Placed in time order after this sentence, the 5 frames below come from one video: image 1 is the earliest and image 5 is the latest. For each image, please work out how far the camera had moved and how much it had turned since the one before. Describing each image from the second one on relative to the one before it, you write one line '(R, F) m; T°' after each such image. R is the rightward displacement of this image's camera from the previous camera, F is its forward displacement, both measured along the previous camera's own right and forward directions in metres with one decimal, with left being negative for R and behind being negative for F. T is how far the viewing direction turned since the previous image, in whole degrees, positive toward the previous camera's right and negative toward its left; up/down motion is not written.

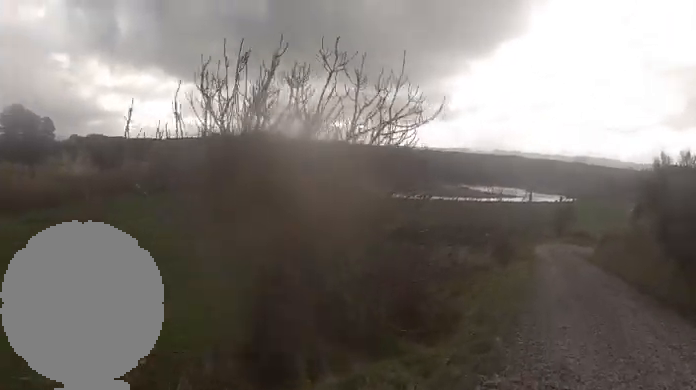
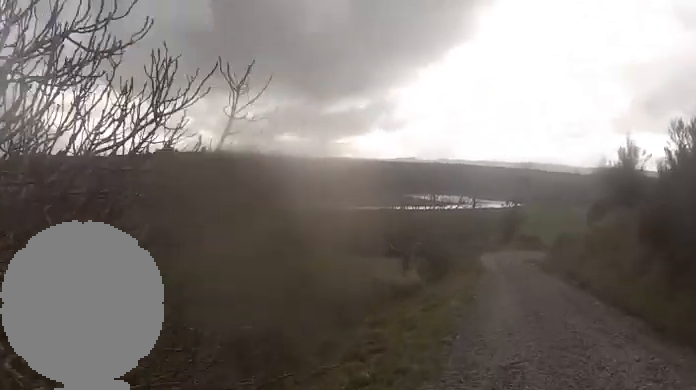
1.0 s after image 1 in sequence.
(+0.4, +5.8) m; -2°
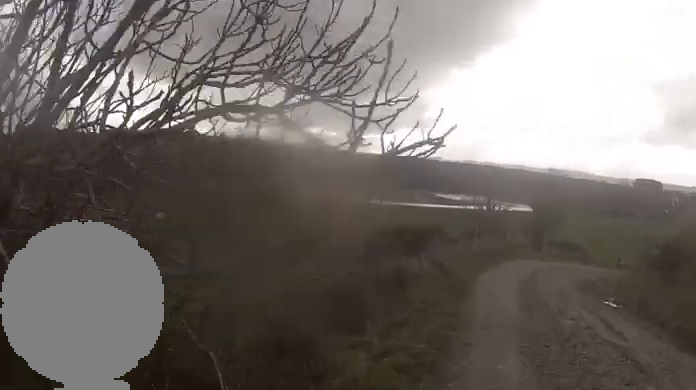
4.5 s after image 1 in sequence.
(-1.1, +20.1) m; +2°
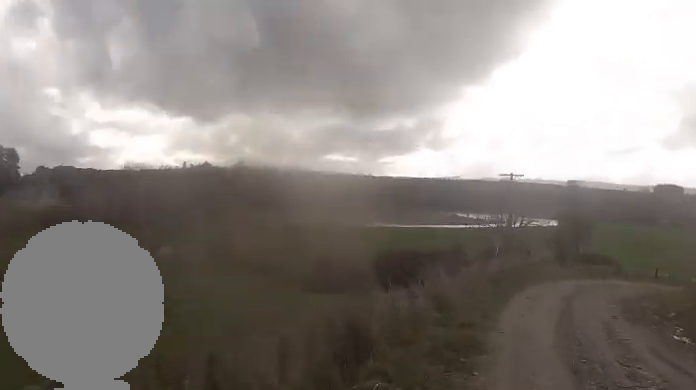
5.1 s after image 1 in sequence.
(-0.3, +3.6) m; 0°
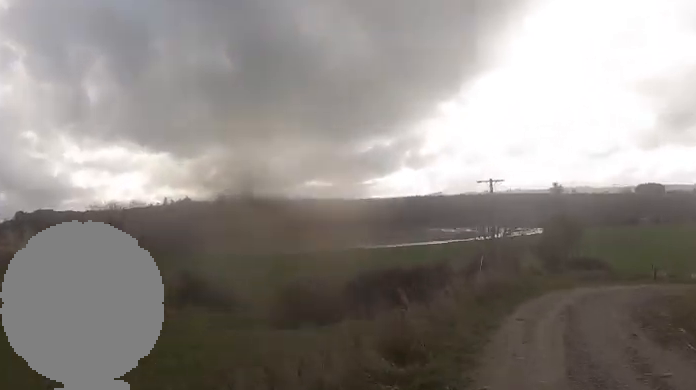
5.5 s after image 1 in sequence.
(+0.2, +2.4) m; +2°
